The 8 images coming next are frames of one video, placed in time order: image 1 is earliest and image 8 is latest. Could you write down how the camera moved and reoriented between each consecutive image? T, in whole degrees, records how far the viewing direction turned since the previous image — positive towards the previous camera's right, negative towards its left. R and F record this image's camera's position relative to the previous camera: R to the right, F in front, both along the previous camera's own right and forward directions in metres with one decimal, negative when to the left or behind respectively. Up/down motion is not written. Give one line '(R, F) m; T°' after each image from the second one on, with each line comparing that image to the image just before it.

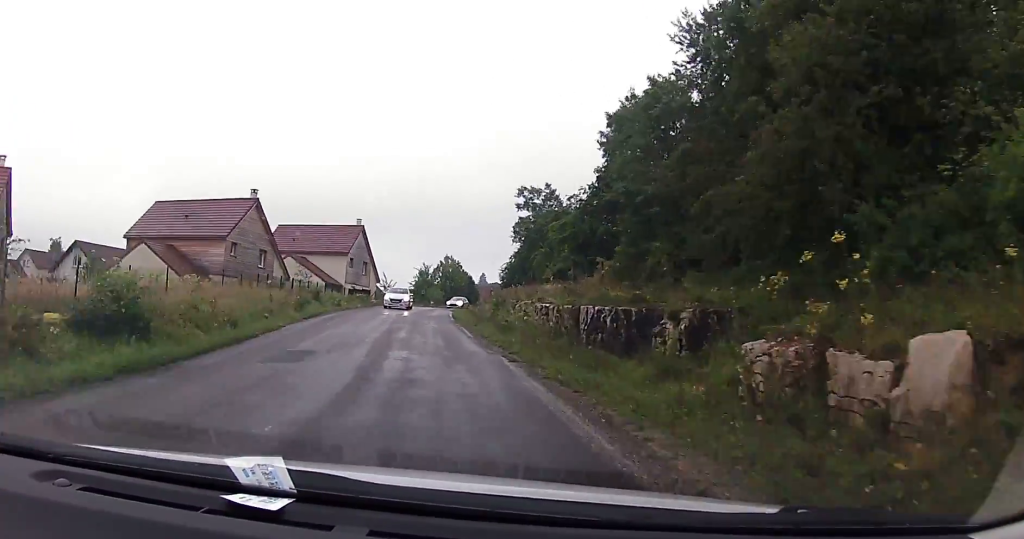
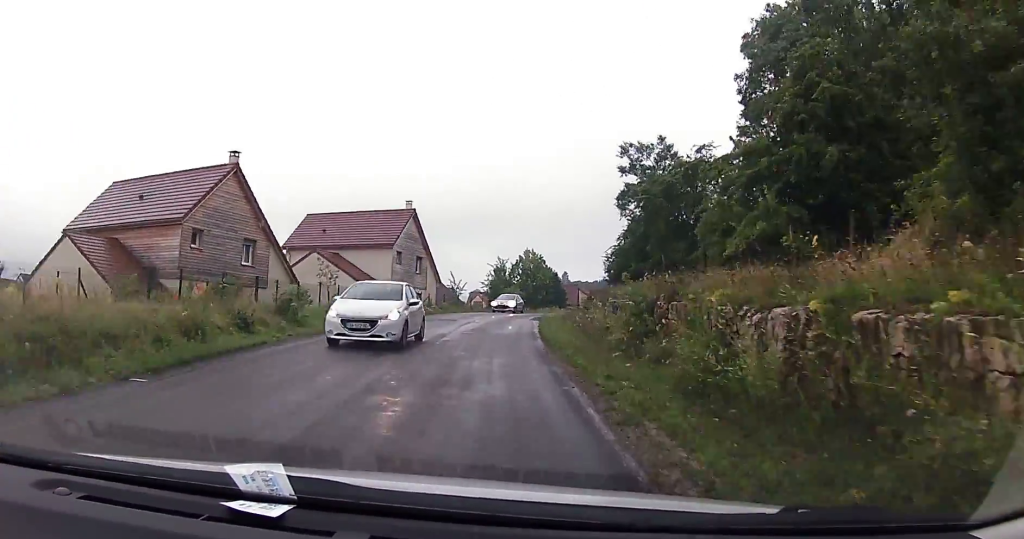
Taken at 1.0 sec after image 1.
(-0.9, +17.3) m; -6°
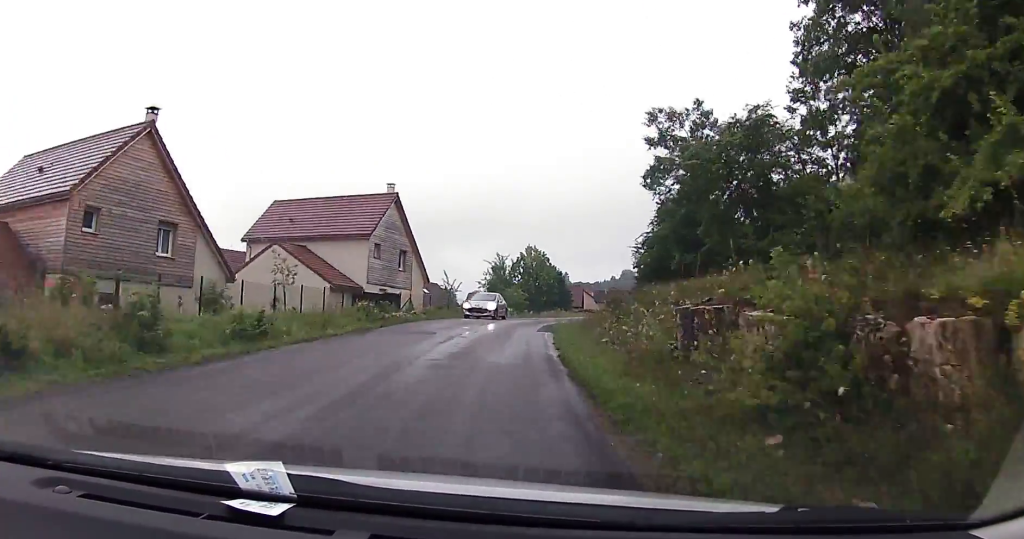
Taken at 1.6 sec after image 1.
(-0.5, +8.9) m; -2°
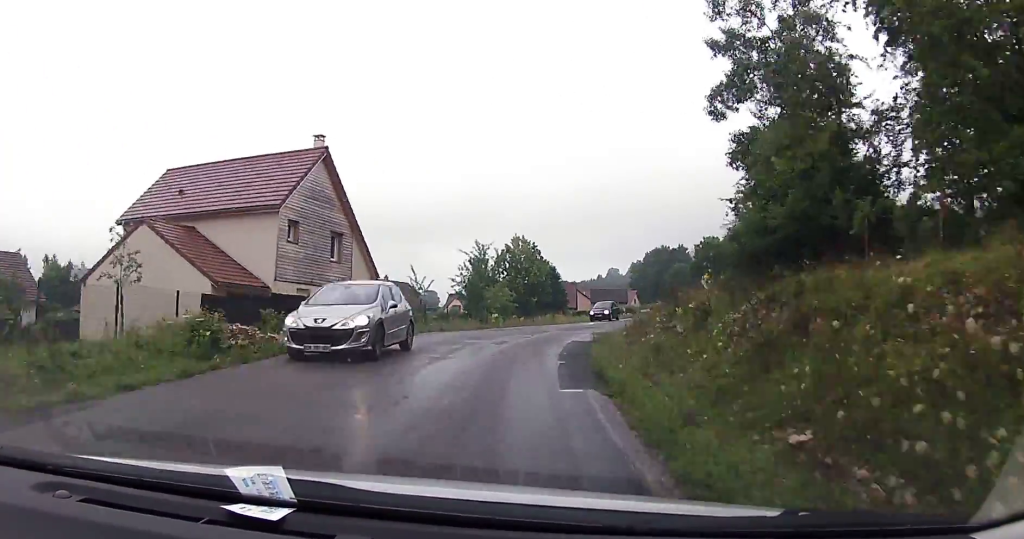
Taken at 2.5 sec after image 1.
(-0.1, +14.7) m; 0°
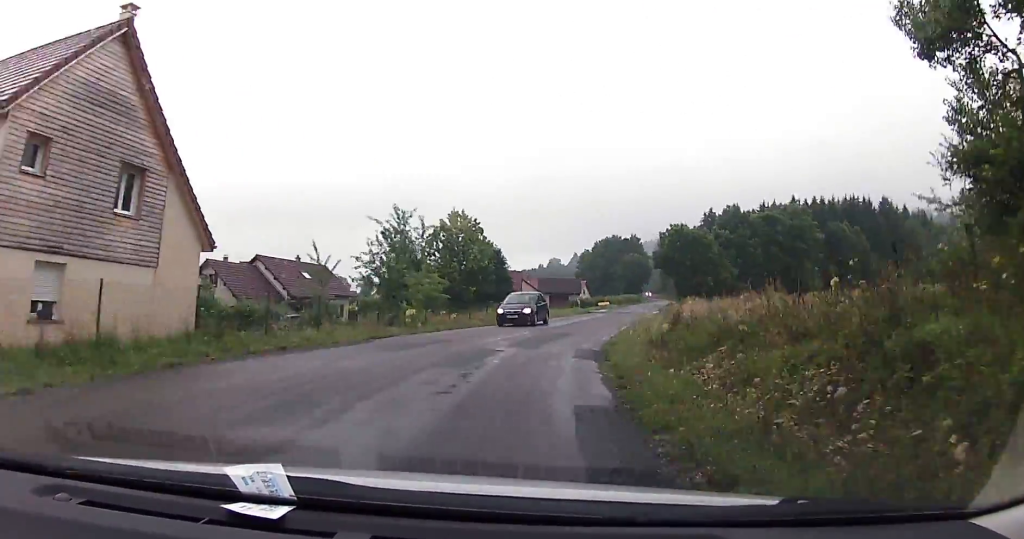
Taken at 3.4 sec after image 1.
(+0.2, +14.8) m; +4°
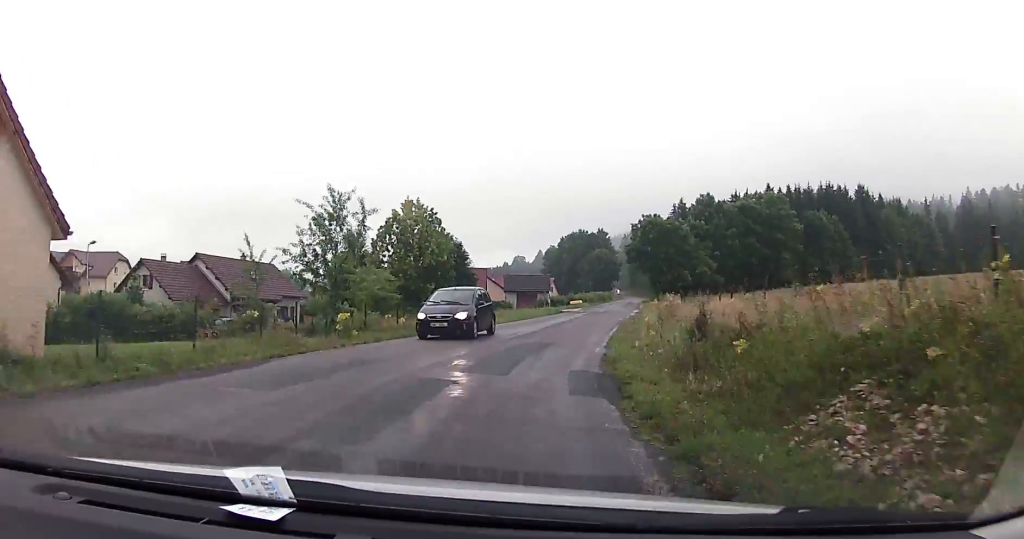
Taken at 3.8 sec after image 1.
(-0.2, +6.2) m; +2°
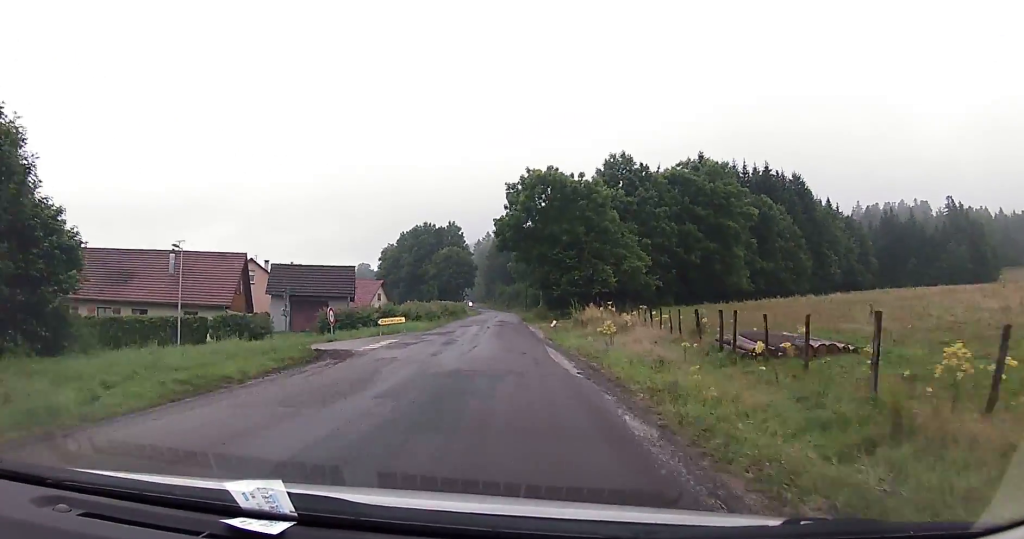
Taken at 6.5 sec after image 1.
(+4.9, +39.4) m; +11°
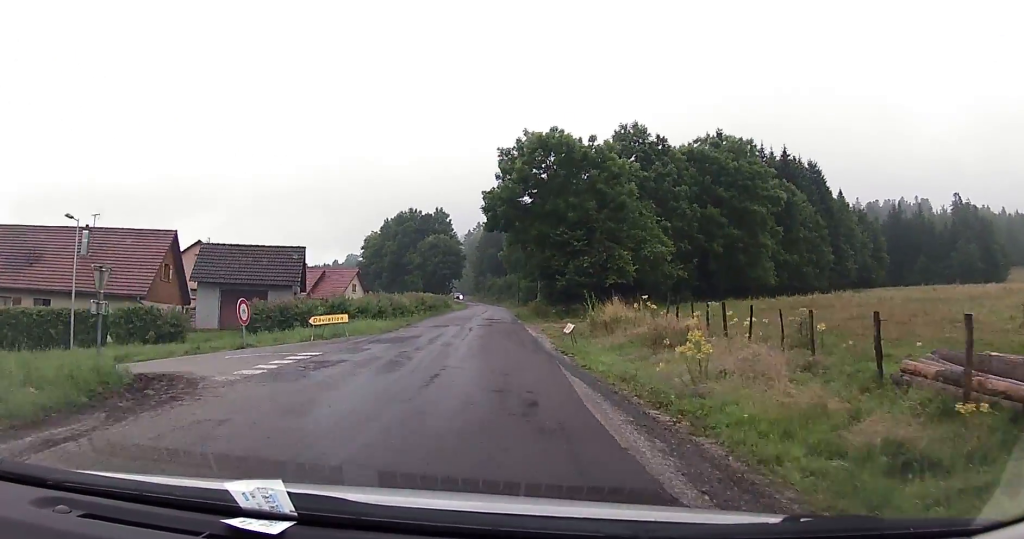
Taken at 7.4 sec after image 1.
(+0.4, +11.1) m; 0°
